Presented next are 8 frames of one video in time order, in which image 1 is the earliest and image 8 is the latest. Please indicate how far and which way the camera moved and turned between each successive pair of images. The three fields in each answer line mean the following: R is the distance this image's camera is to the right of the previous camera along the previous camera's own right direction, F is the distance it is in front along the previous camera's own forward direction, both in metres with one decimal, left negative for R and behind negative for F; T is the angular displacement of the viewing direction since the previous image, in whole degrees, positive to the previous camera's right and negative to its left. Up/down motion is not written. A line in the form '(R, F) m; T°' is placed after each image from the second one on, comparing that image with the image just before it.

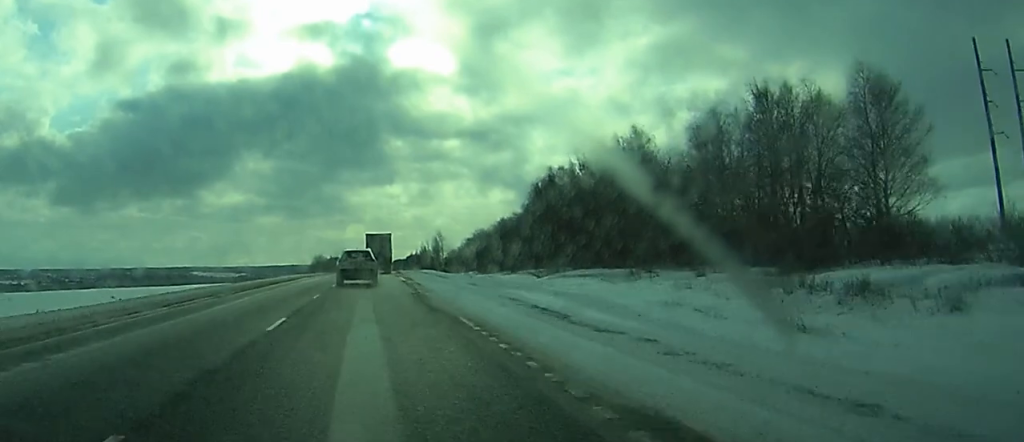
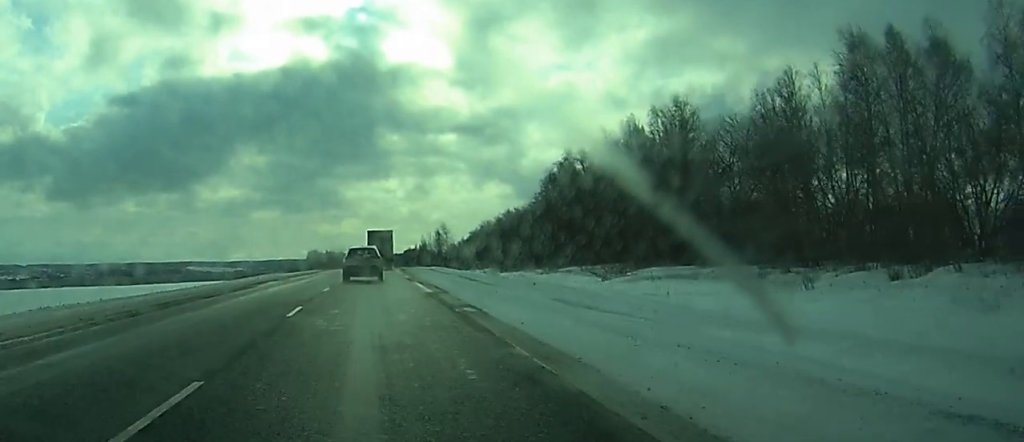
(0.0, +19.6) m; 0°
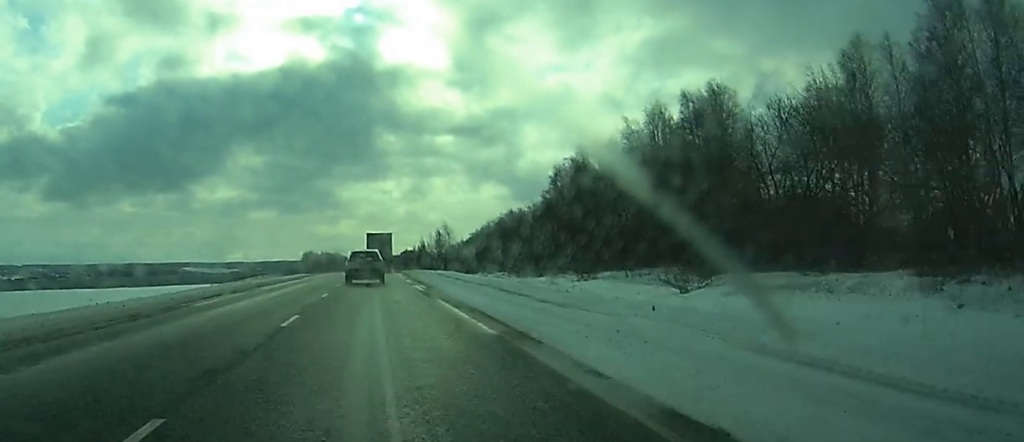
(0.0, +12.7) m; 0°
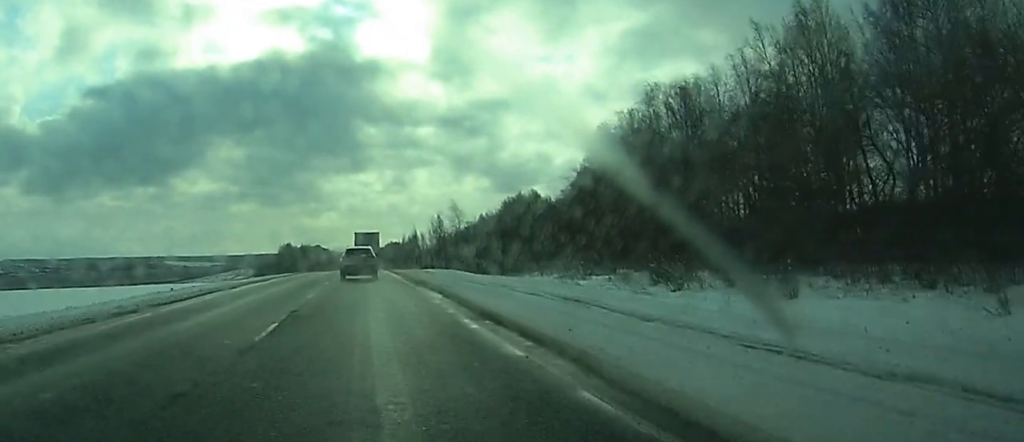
(+0.6, +45.8) m; +2°
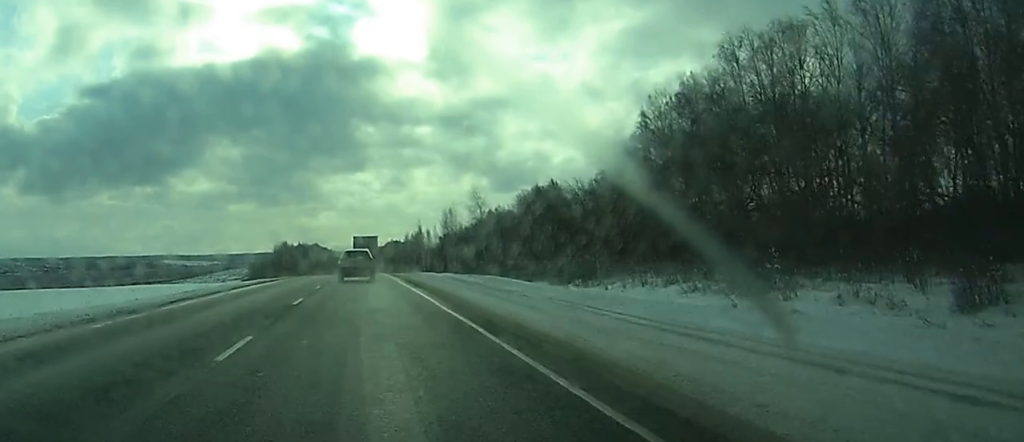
(+0.2, +24.2) m; +1°
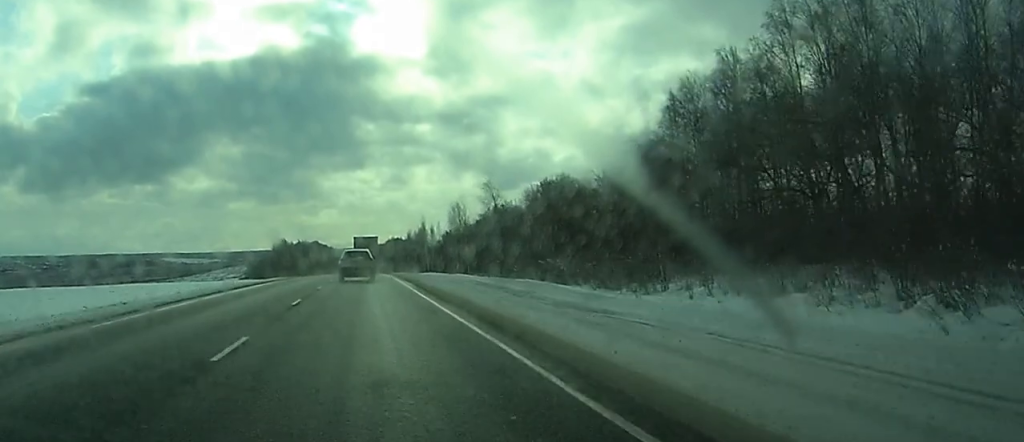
(0.0, +10.8) m; 0°
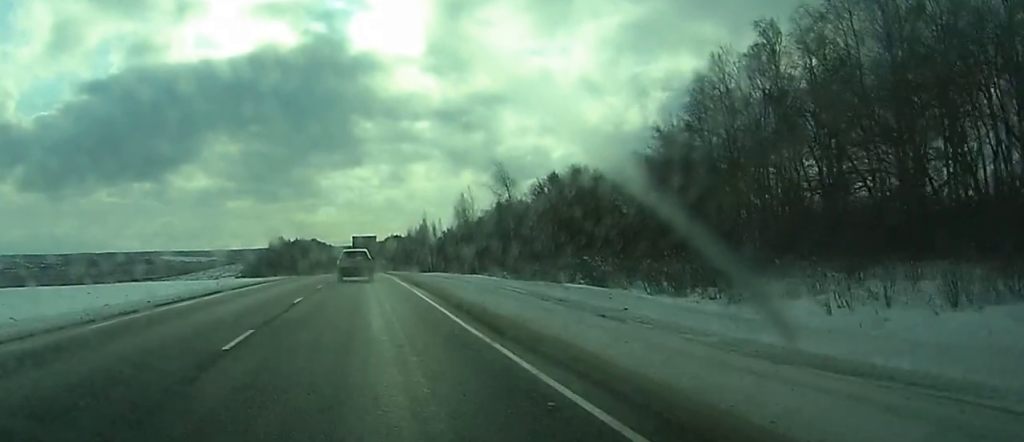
(0.0, +9.5) m; 0°
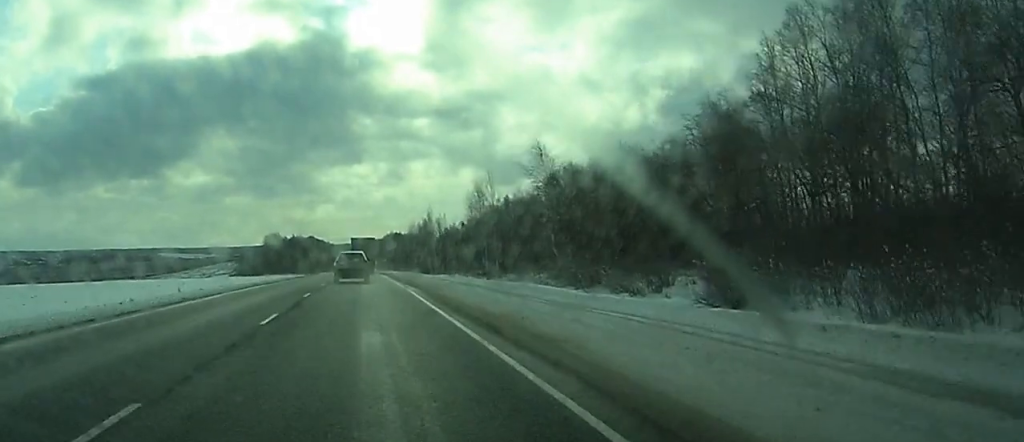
(0.0, +16.9) m; 0°
